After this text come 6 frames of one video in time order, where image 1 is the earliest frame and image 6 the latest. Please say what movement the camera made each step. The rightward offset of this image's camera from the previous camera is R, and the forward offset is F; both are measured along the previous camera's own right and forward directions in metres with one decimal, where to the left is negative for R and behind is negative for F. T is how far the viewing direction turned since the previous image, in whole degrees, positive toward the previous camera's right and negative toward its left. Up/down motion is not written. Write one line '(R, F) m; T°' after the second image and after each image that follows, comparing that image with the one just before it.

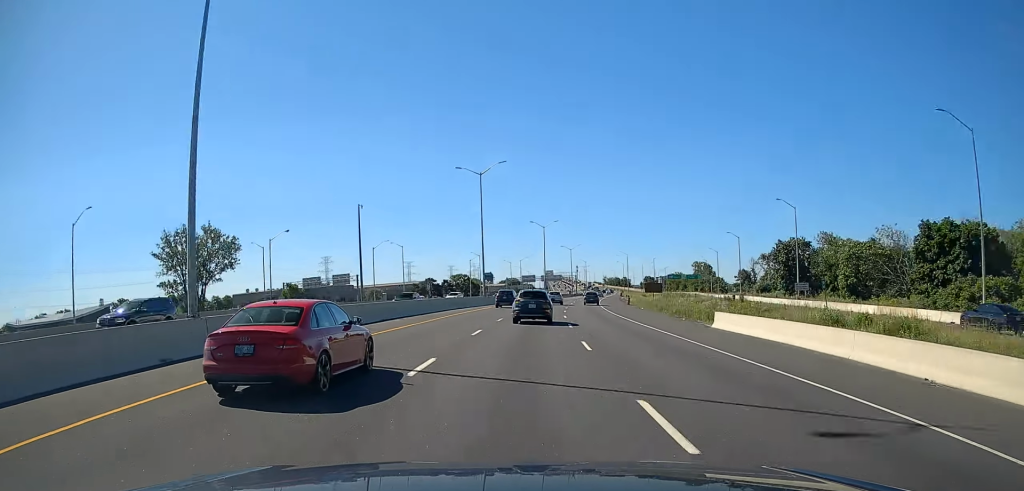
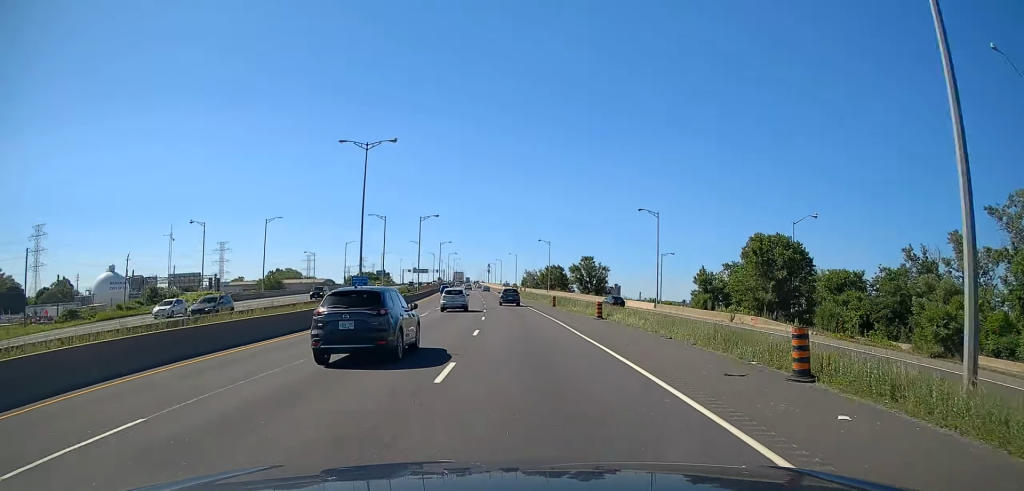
(+29.4, +326.9) m; +4°
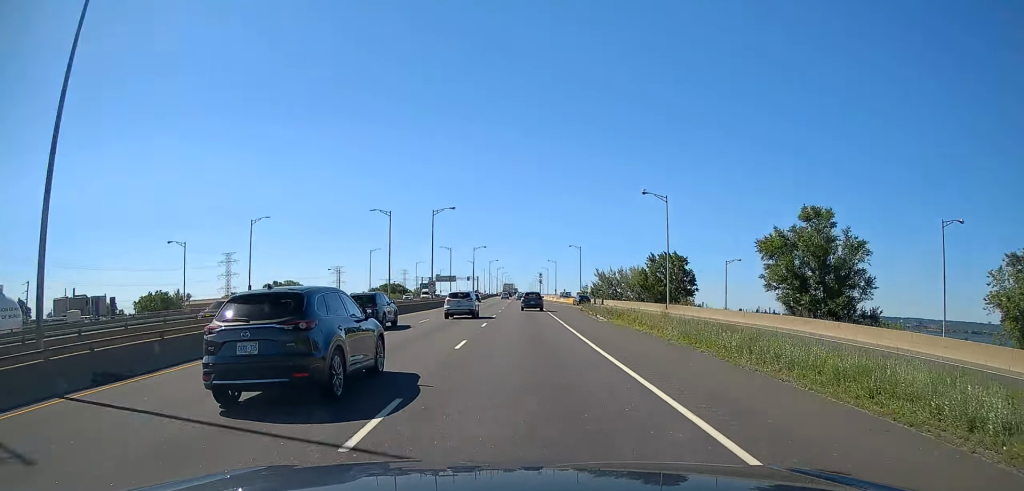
(-0.8, +80.7) m; -2°
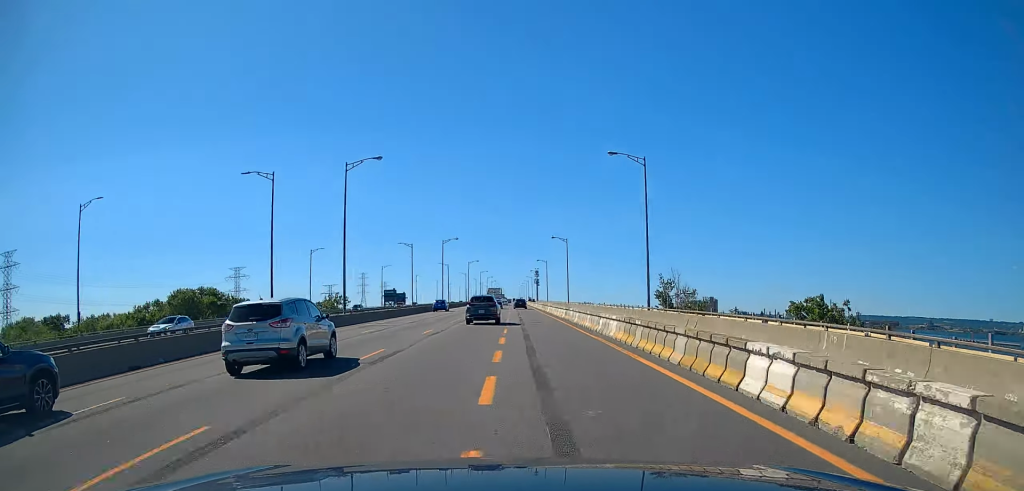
(-5.0, +209.0) m; -1°
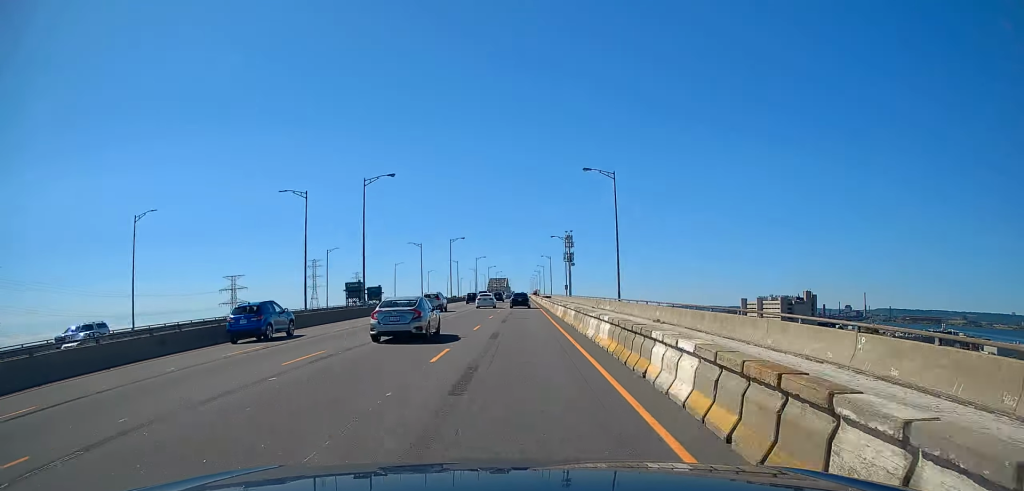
(-0.1, +177.8) m; 0°
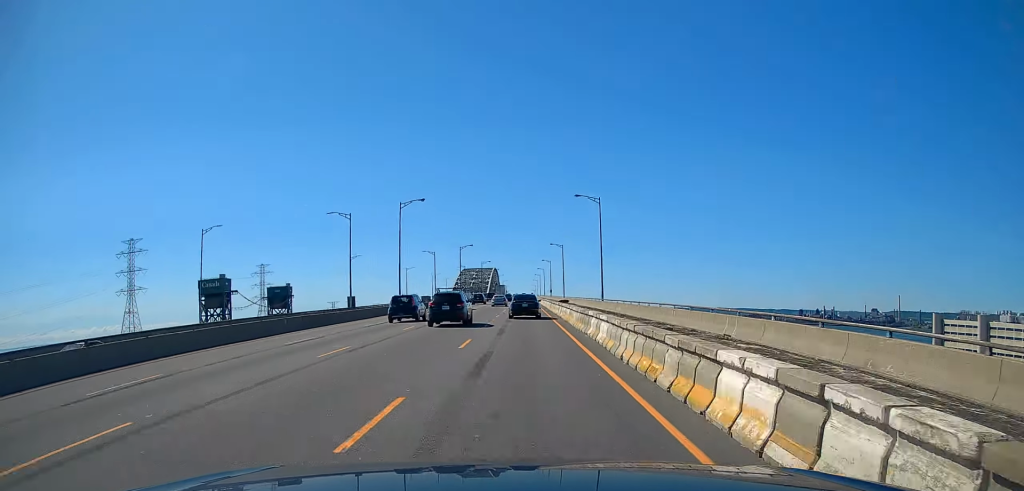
(-1.0, +428.7) m; 0°
